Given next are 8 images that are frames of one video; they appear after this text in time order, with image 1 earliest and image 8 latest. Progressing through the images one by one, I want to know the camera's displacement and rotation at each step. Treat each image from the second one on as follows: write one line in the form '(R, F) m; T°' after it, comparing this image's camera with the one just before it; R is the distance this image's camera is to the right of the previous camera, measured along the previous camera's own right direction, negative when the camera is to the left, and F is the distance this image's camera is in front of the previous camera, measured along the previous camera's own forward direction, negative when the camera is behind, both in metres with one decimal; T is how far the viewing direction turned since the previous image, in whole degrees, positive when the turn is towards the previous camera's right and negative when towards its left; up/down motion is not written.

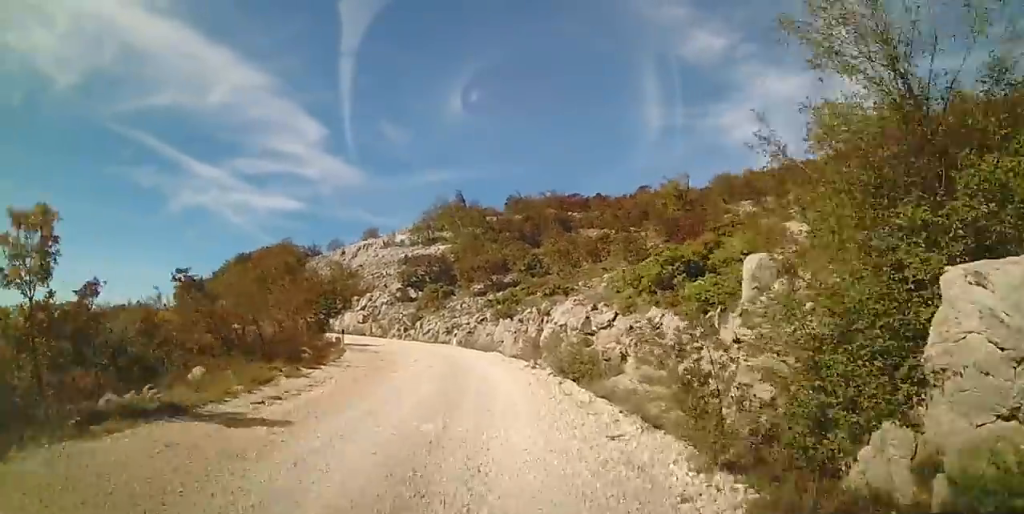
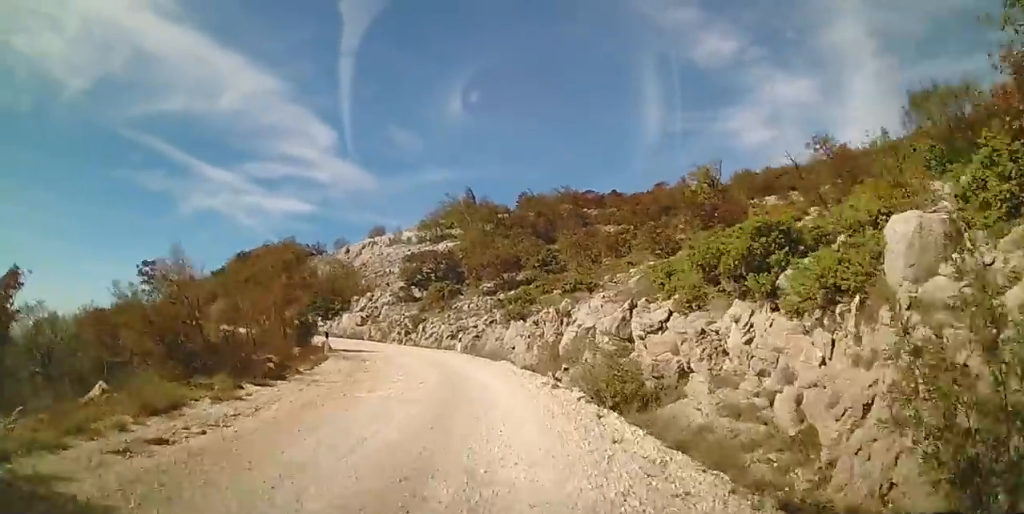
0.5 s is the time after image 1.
(-0.2, +3.6) m; -4°
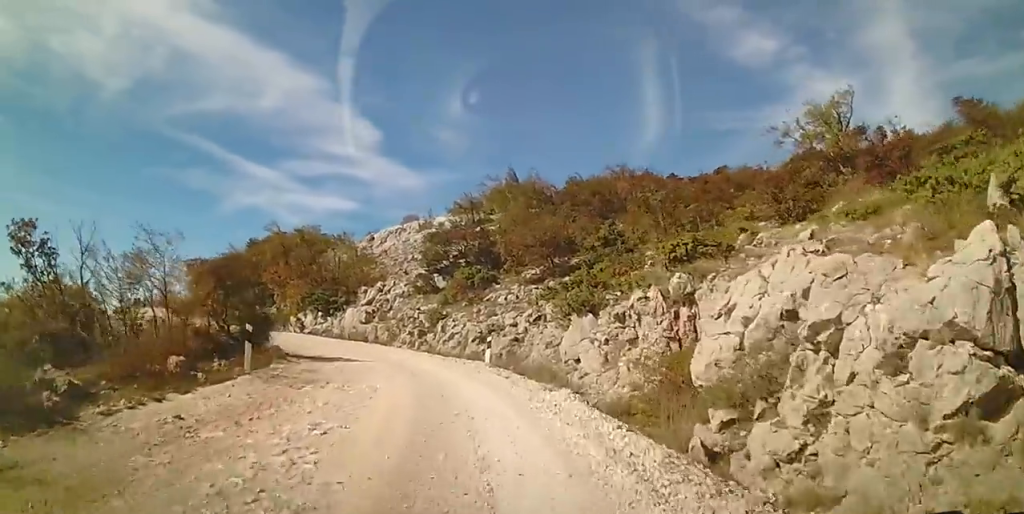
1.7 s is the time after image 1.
(-0.8, +9.4) m; -7°
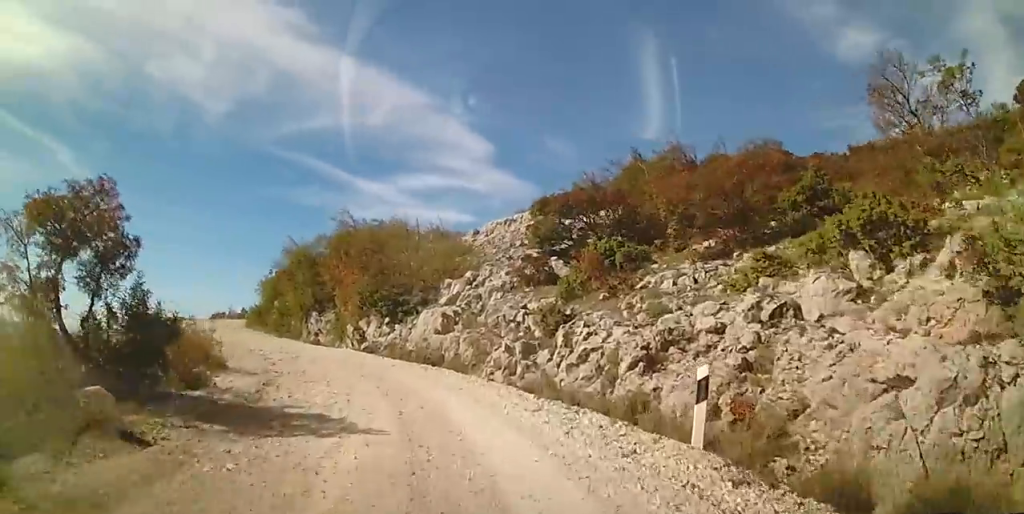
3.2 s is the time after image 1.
(-0.6, +11.1) m; -11°
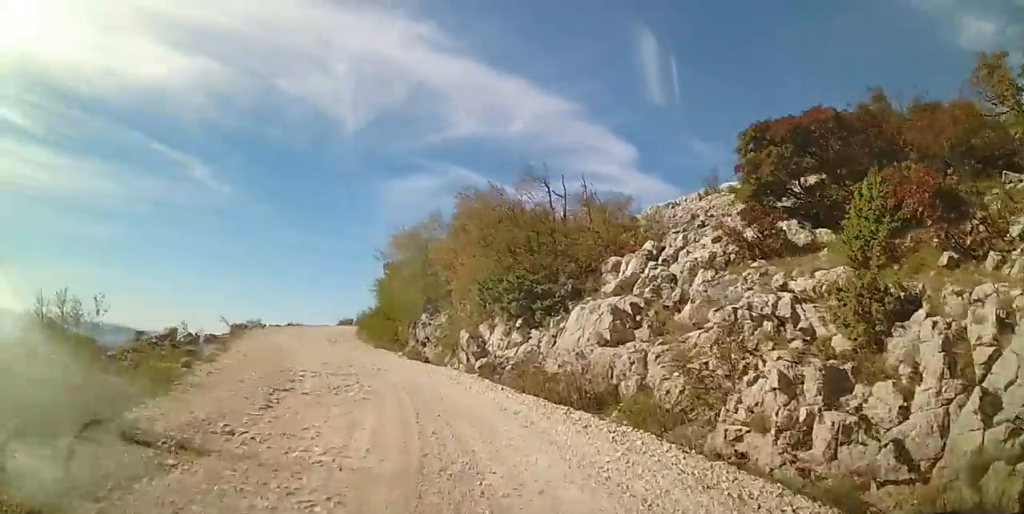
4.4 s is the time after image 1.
(-1.2, +8.5) m; -13°
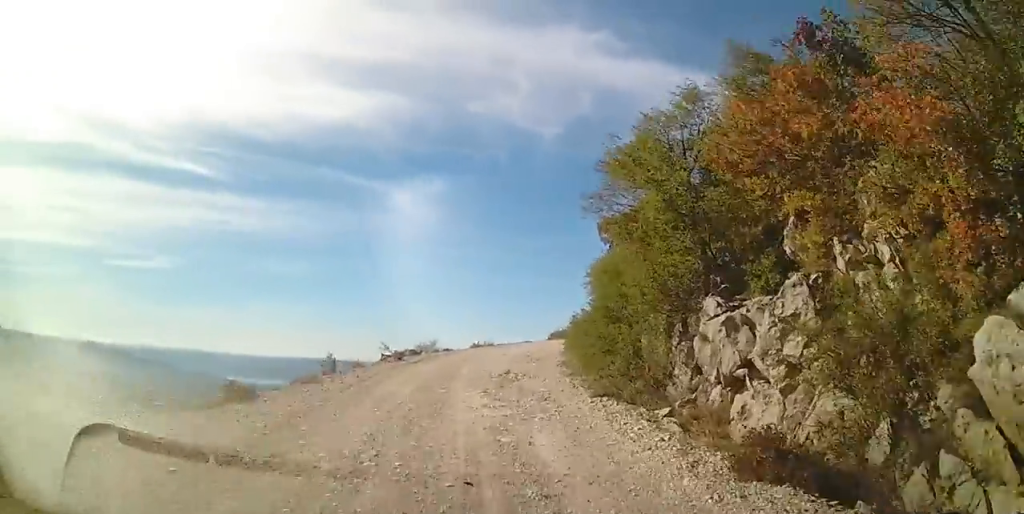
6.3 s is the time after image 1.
(-1.6, +14.2) m; -14°
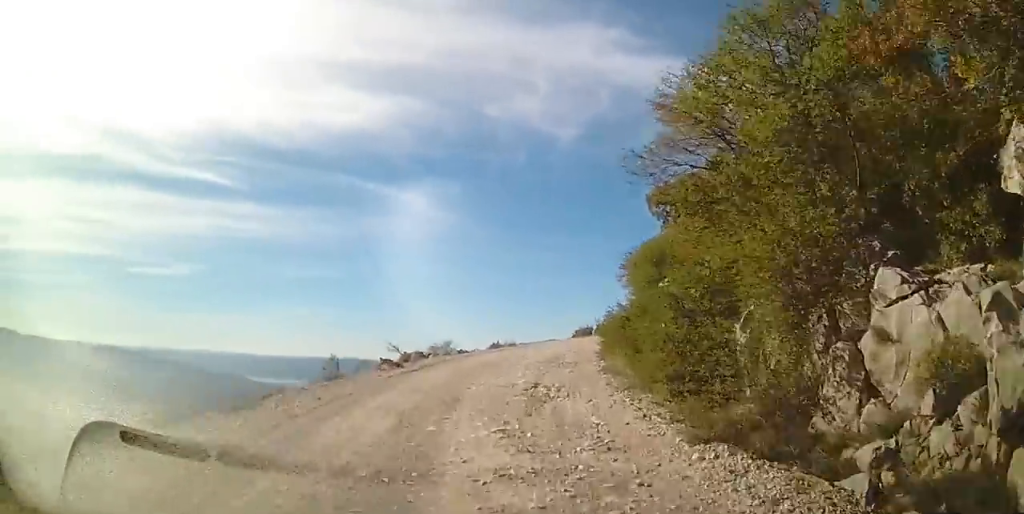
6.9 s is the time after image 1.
(-0.3, +4.4) m; -4°
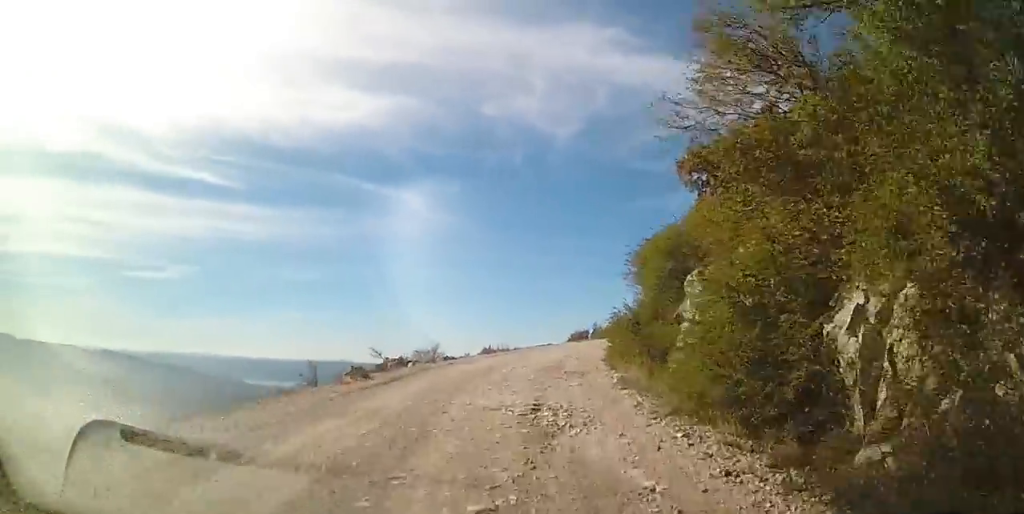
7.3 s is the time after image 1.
(0.0, +3.0) m; -2°
